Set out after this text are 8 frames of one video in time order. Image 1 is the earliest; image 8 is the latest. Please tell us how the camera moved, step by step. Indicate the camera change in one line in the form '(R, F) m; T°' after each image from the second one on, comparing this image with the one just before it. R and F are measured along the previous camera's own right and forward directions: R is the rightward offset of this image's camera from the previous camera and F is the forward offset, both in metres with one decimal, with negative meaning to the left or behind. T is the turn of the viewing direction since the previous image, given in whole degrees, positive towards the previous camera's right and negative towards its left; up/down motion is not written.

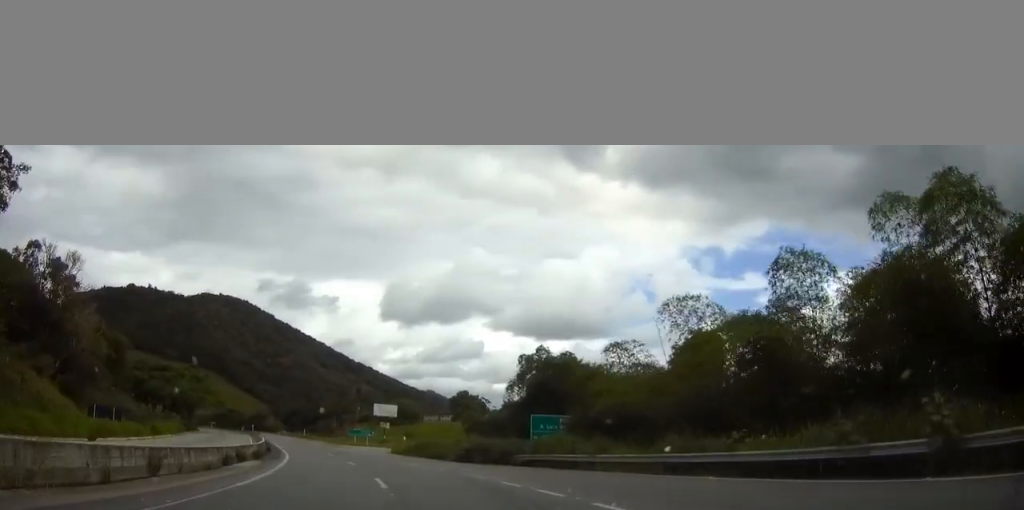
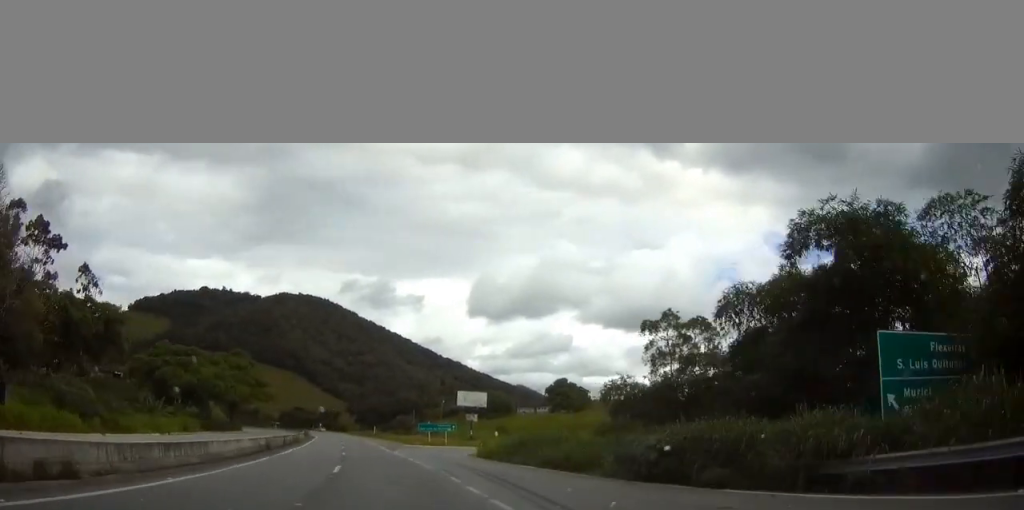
(-1.7, +30.0) m; -7°
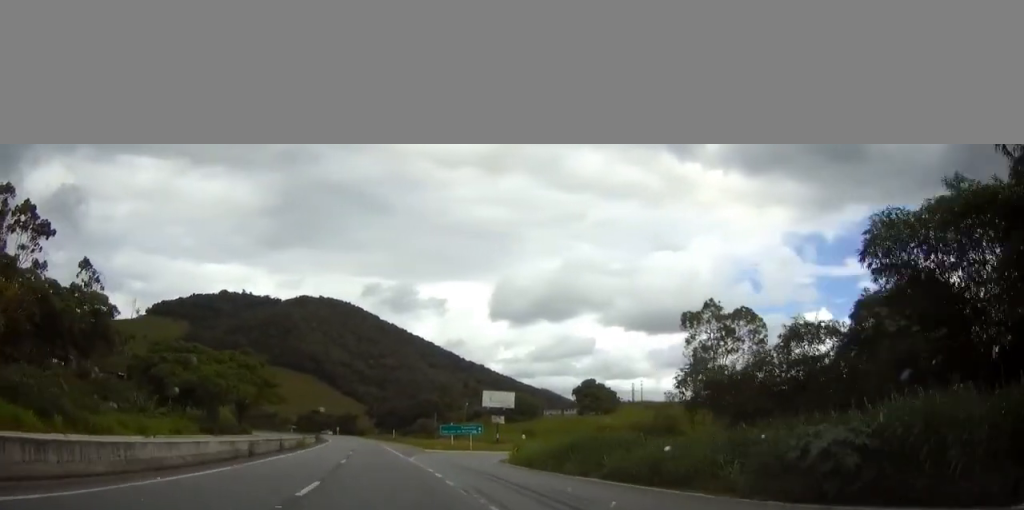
(0.0, +9.1) m; -2°
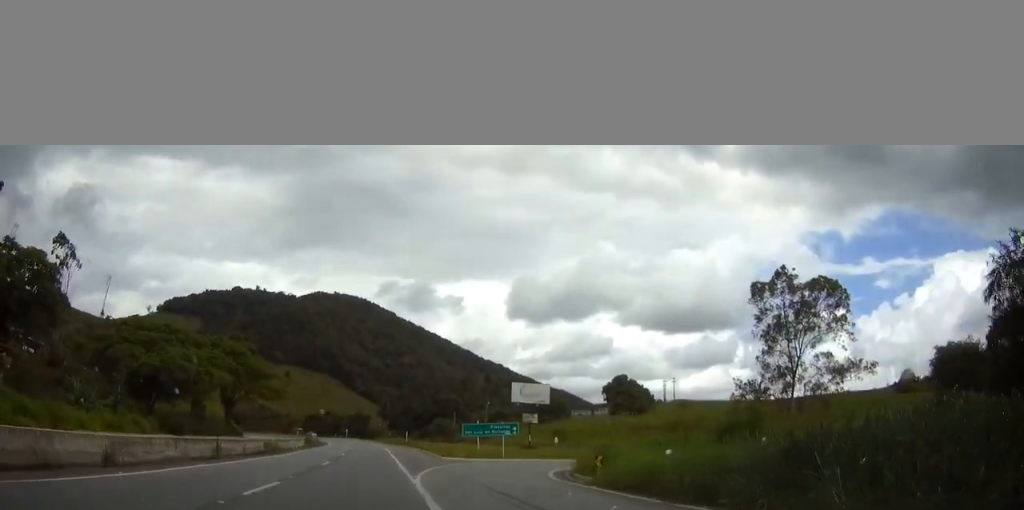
(-0.8, +18.2) m; -3°
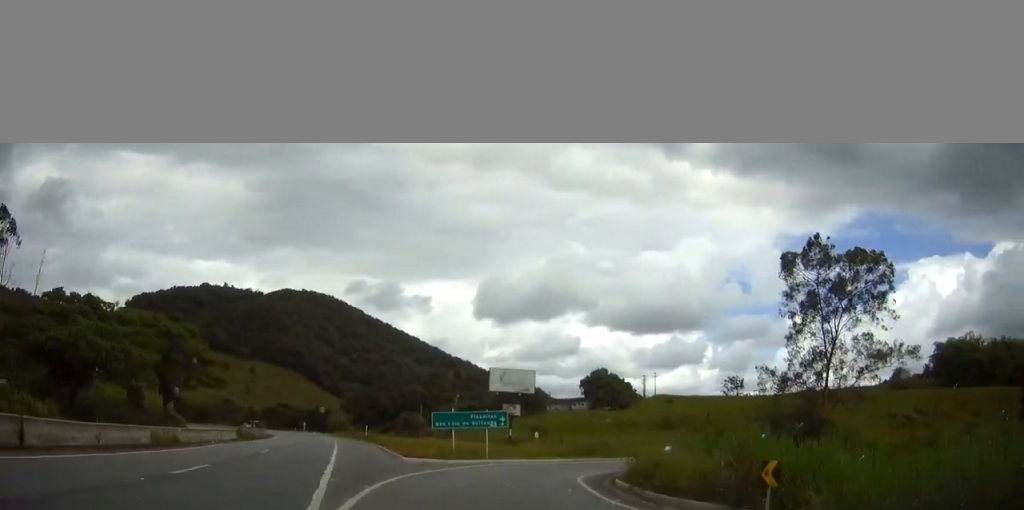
(-0.3, +15.1) m; +1°
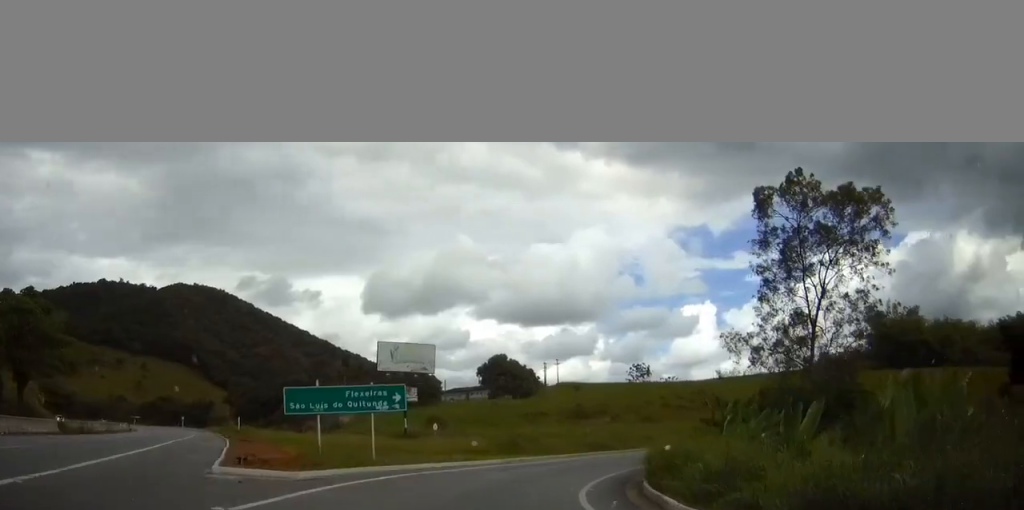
(+0.7, +16.9) m; +6°
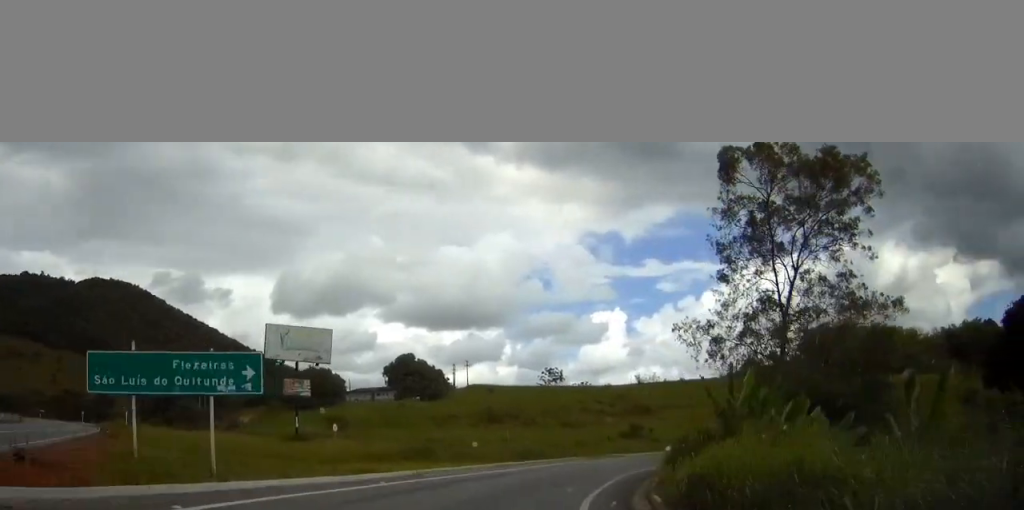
(+0.6, +9.3) m; +7°
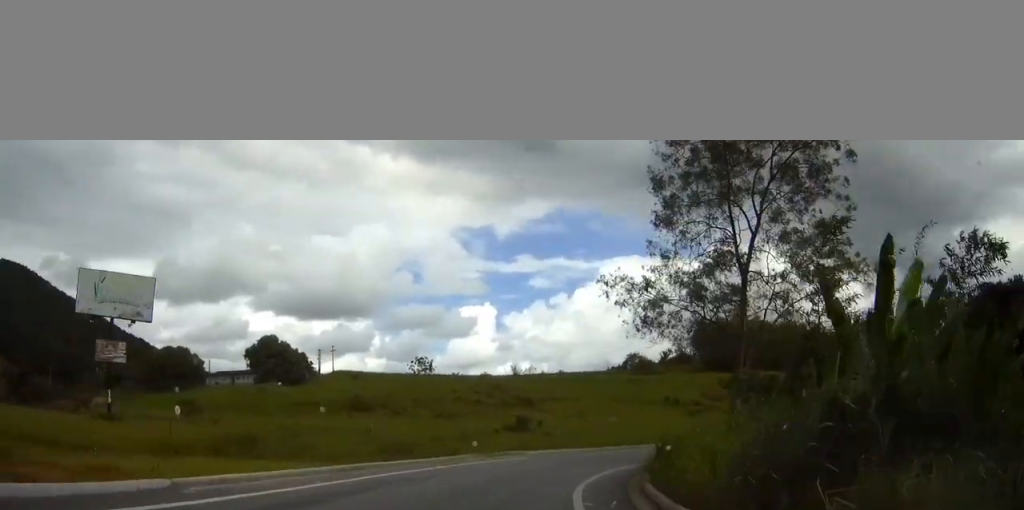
(+1.2, +12.0) m; +11°
